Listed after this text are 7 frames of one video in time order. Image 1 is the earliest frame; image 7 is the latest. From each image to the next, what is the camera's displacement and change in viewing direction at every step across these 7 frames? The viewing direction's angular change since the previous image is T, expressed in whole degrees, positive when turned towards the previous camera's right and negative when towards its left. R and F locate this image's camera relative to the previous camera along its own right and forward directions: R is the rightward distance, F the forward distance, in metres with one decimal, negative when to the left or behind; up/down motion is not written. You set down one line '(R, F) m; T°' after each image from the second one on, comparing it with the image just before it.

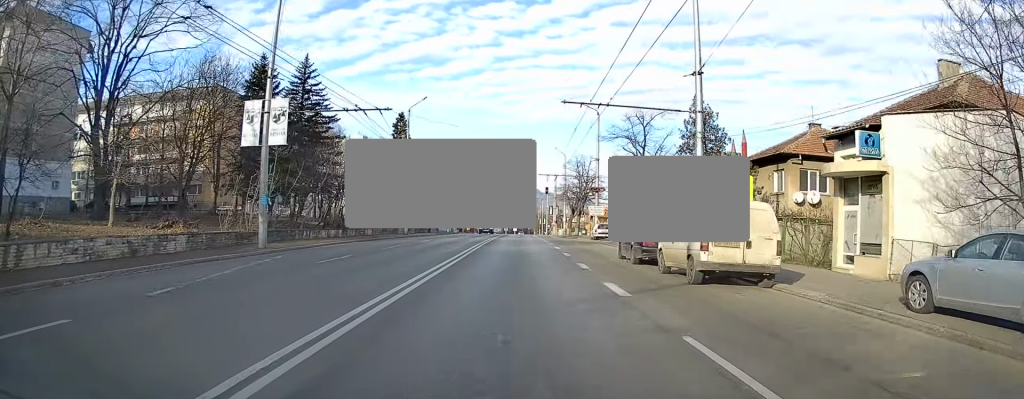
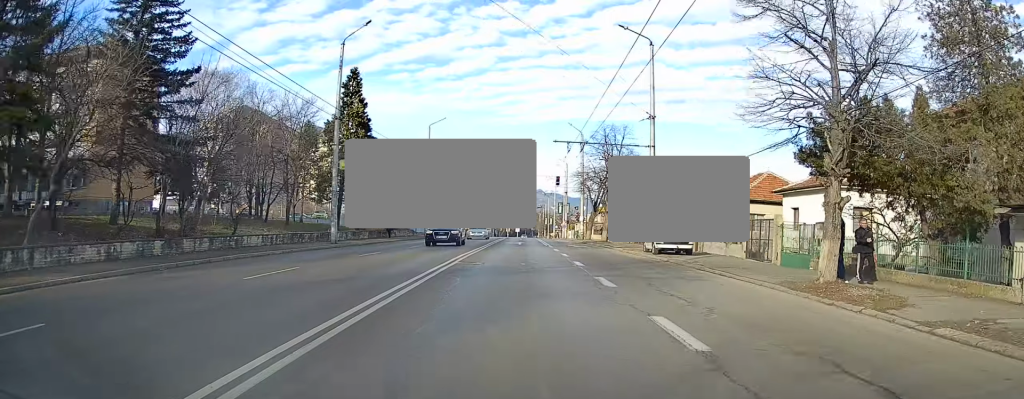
(-0.5, +21.7) m; -1°
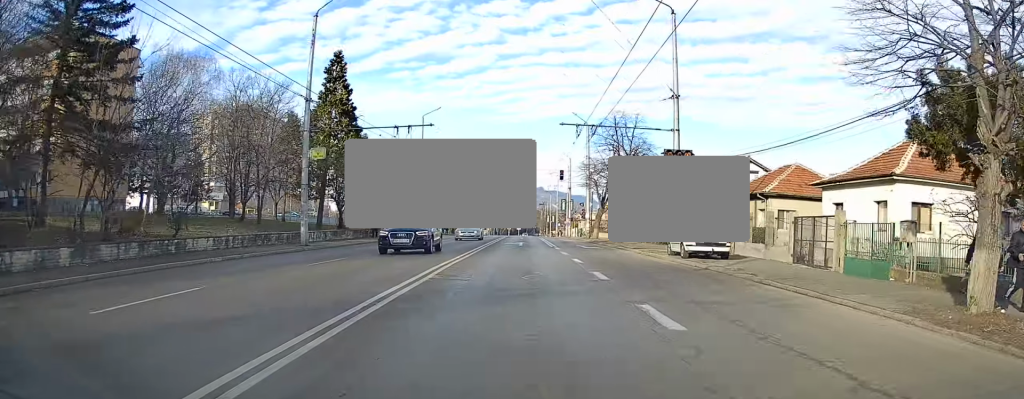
(+0.1, +4.8) m; 0°
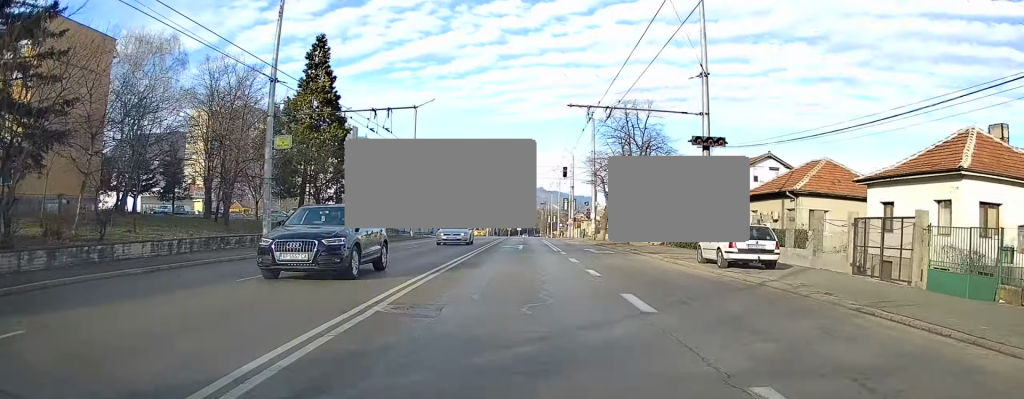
(+0.2, +4.5) m; 0°
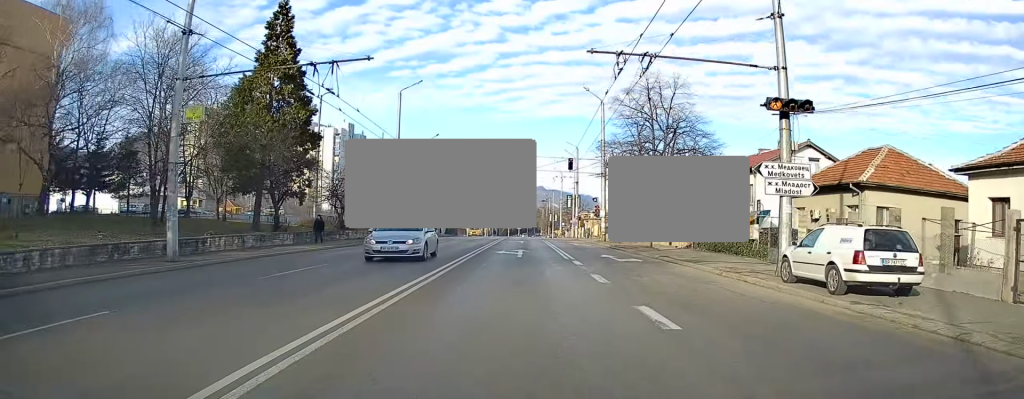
(-0.1, +6.9) m; 0°
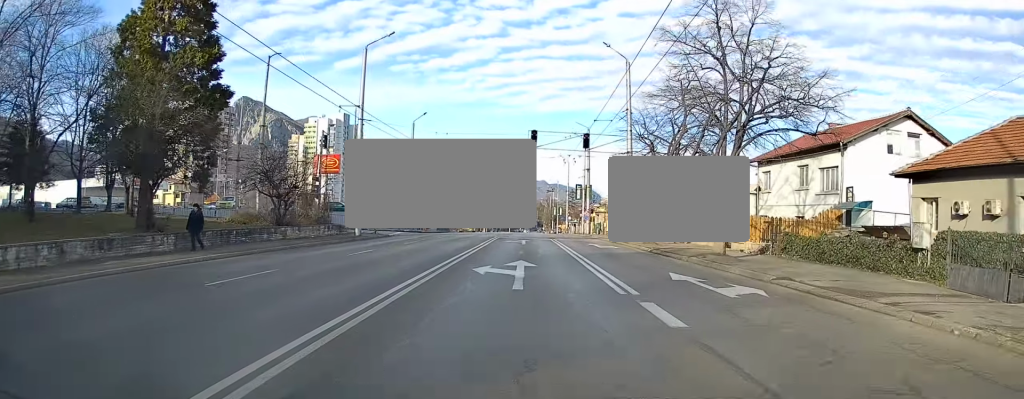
(-0.1, +11.3) m; 0°
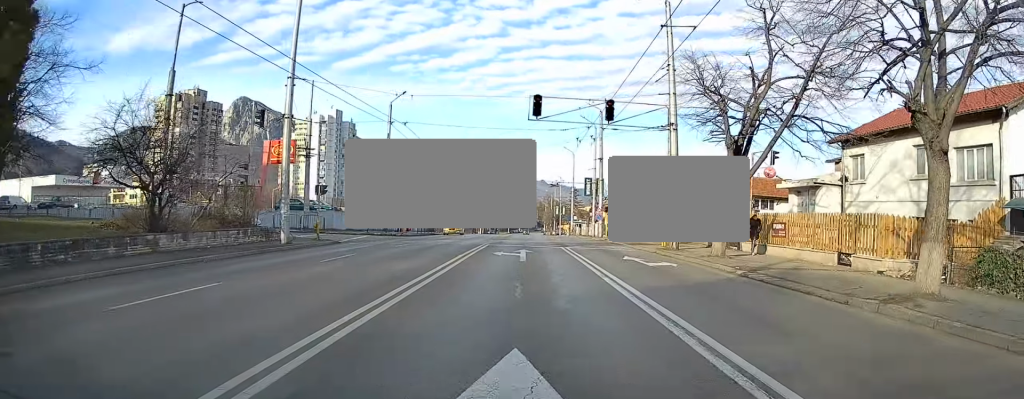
(-0.3, +10.9) m; -2°
